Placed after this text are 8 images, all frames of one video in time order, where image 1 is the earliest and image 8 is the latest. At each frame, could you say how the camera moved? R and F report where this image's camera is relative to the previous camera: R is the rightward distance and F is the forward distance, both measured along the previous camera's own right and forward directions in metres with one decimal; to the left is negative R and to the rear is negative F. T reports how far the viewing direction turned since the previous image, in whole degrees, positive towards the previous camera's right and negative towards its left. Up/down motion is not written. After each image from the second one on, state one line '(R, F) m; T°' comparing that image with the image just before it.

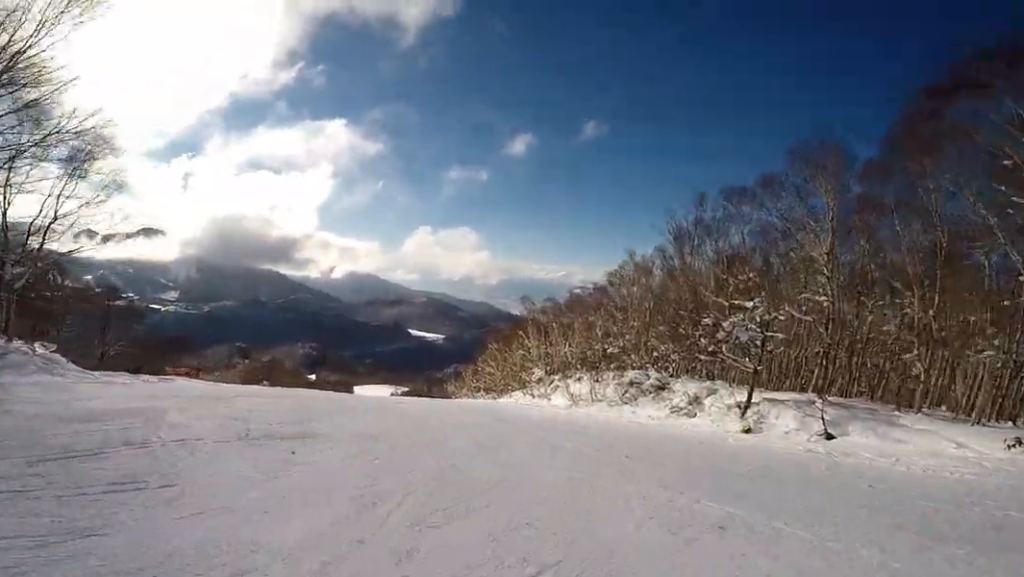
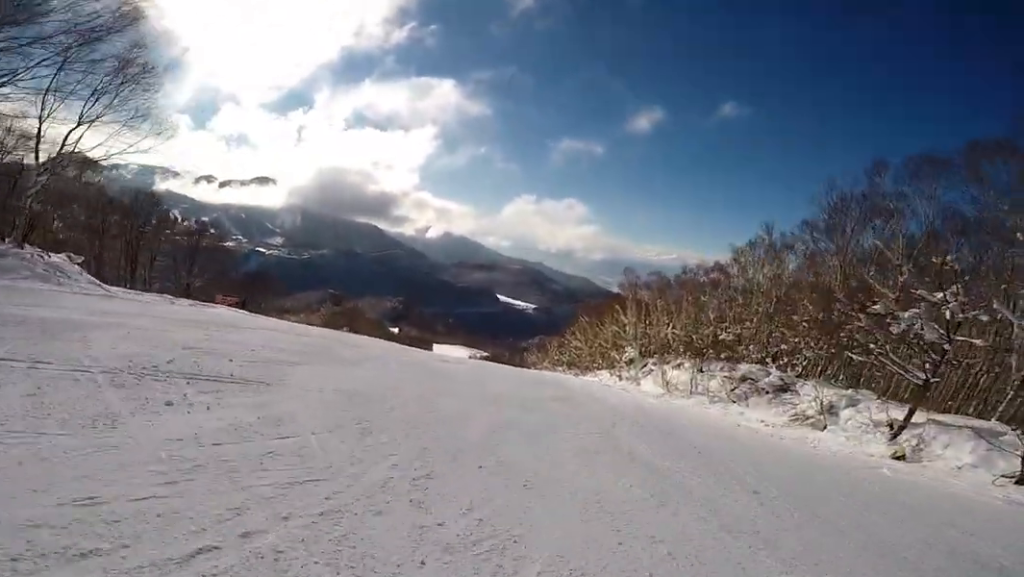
(-0.4, +3.6) m; -5°
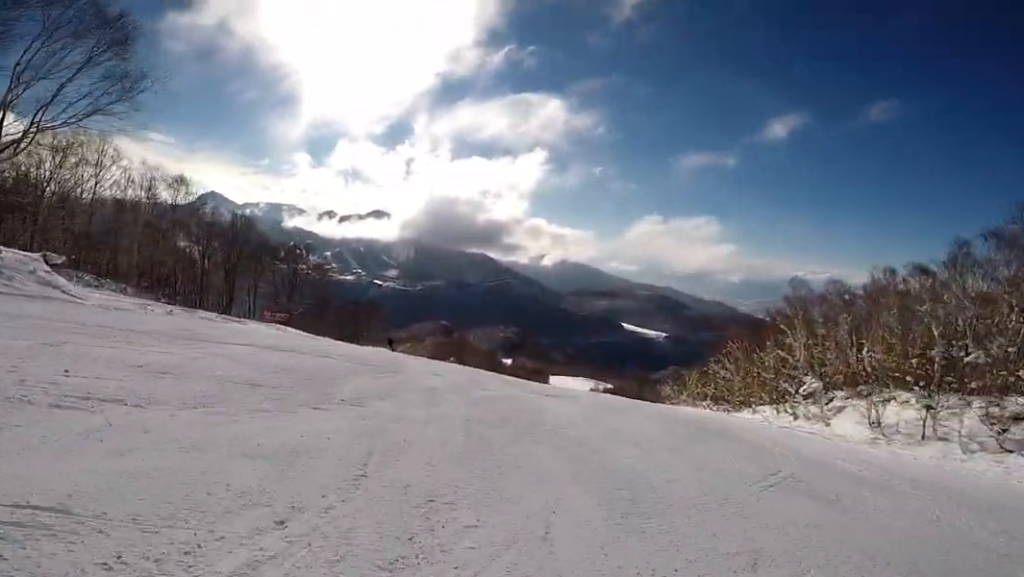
(-0.1, +6.6) m; -16°
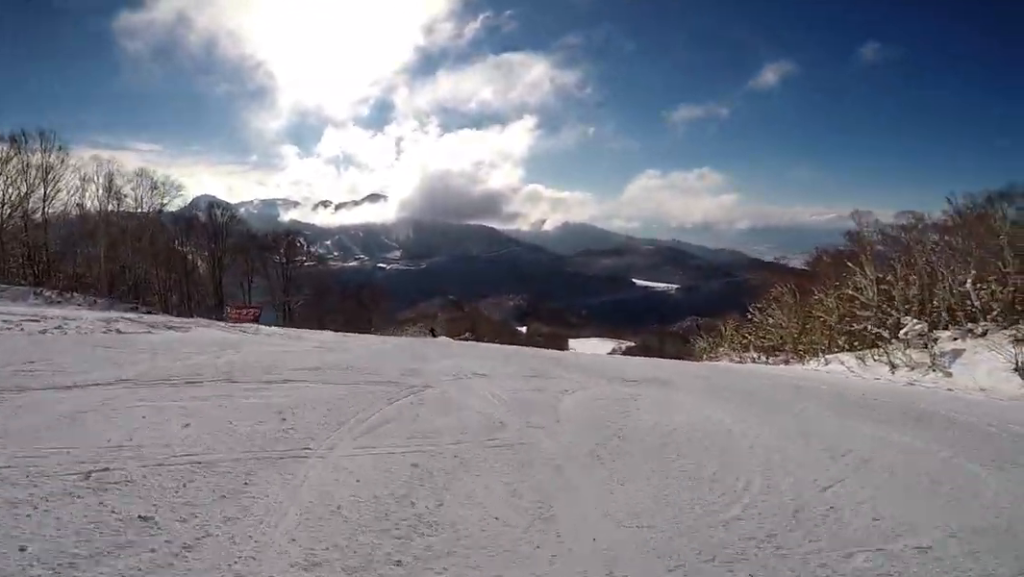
(-1.7, +5.7) m; -9°
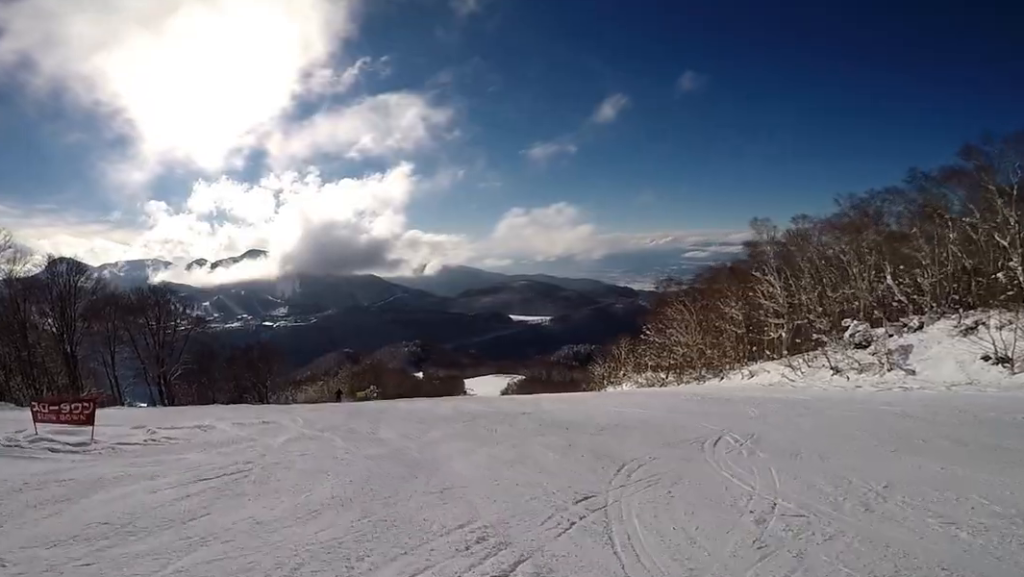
(+0.5, +6.6) m; +10°
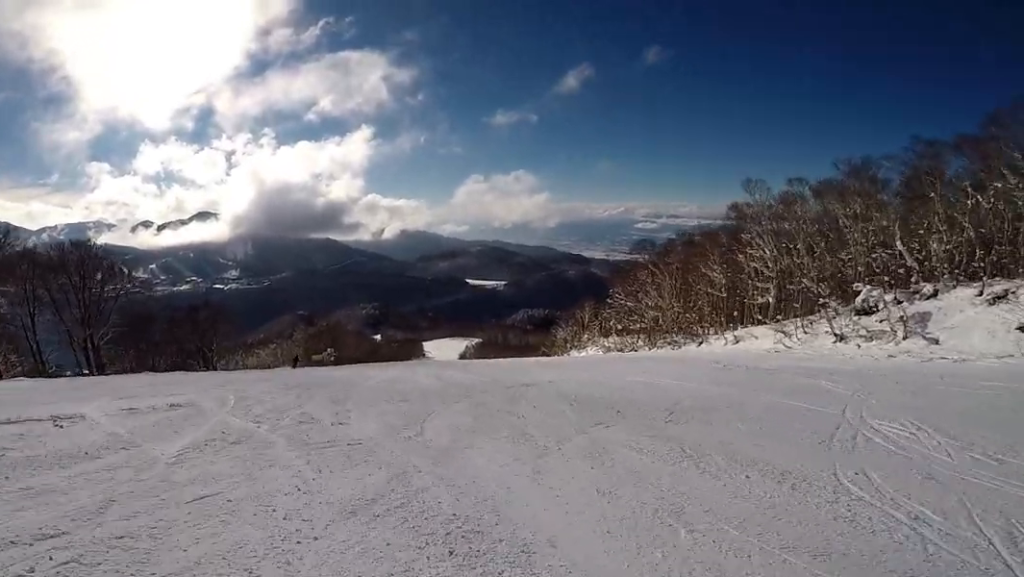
(+0.4, +4.6) m; +7°
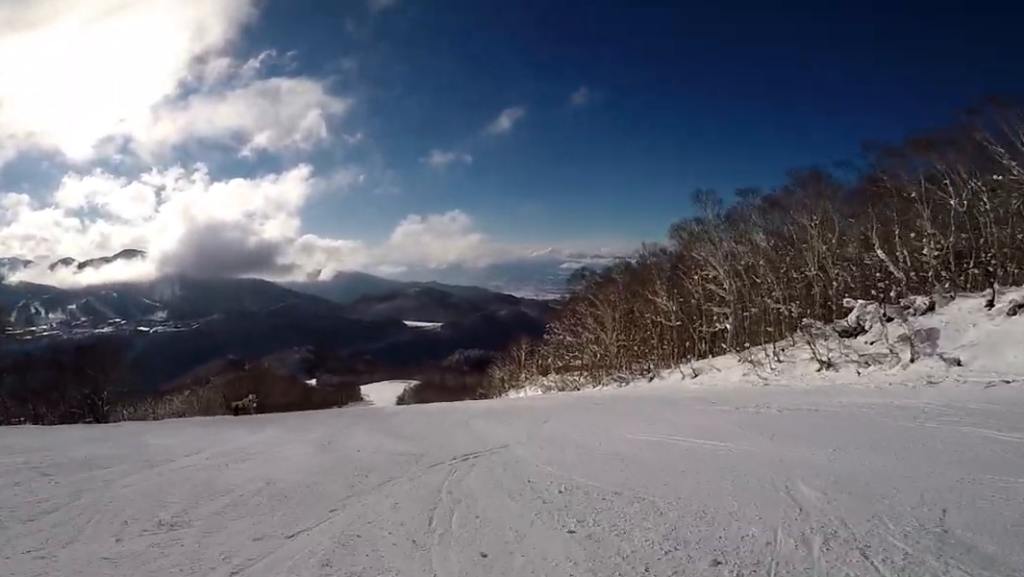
(+0.5, +7.3) m; +3°
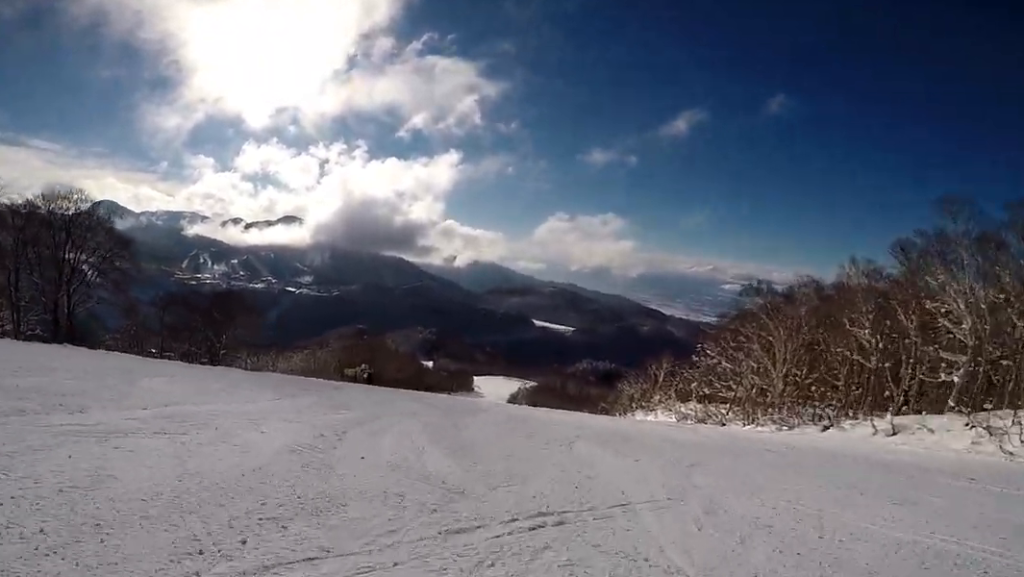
(+0.1, +4.2) m; -1°
